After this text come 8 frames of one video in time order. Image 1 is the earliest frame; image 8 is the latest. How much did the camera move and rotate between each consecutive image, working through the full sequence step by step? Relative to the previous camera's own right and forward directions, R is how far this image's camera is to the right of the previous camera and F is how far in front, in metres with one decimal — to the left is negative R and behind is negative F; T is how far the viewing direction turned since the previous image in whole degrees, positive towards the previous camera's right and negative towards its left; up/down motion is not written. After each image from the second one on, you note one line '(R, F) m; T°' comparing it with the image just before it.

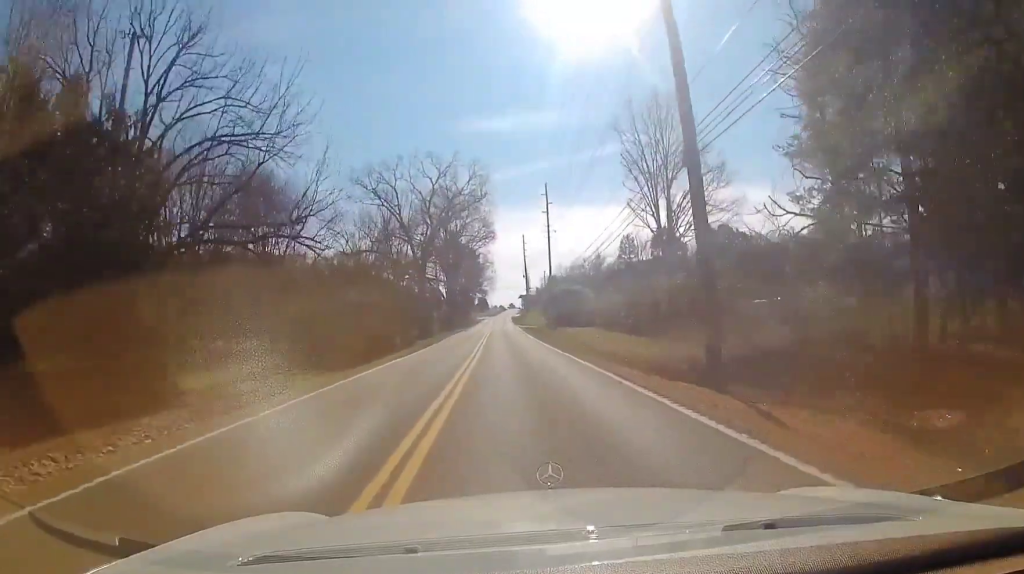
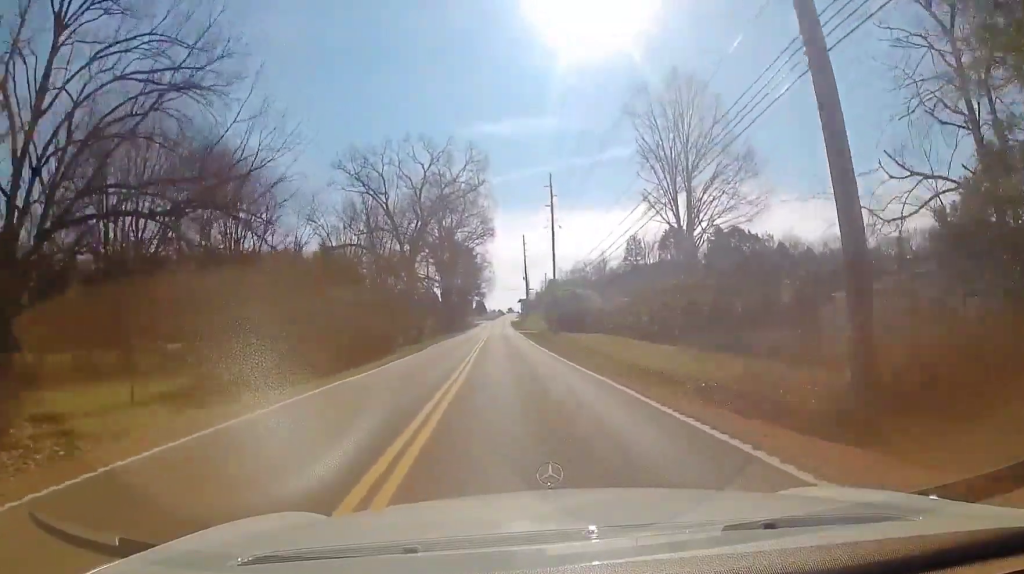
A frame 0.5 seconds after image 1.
(-0.1, +8.2) m; -1°
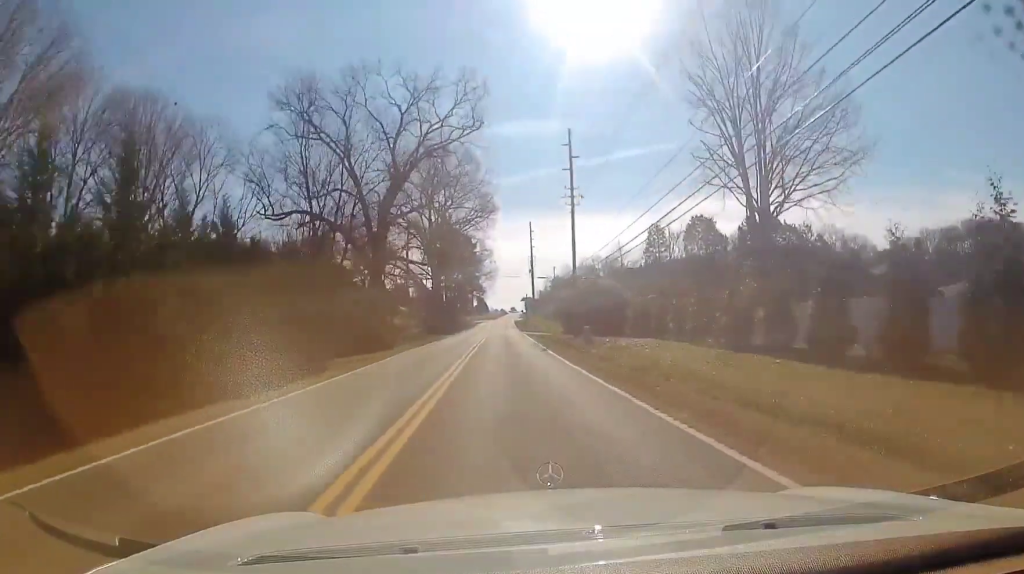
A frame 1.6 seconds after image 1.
(-0.3, +17.6) m; -1°
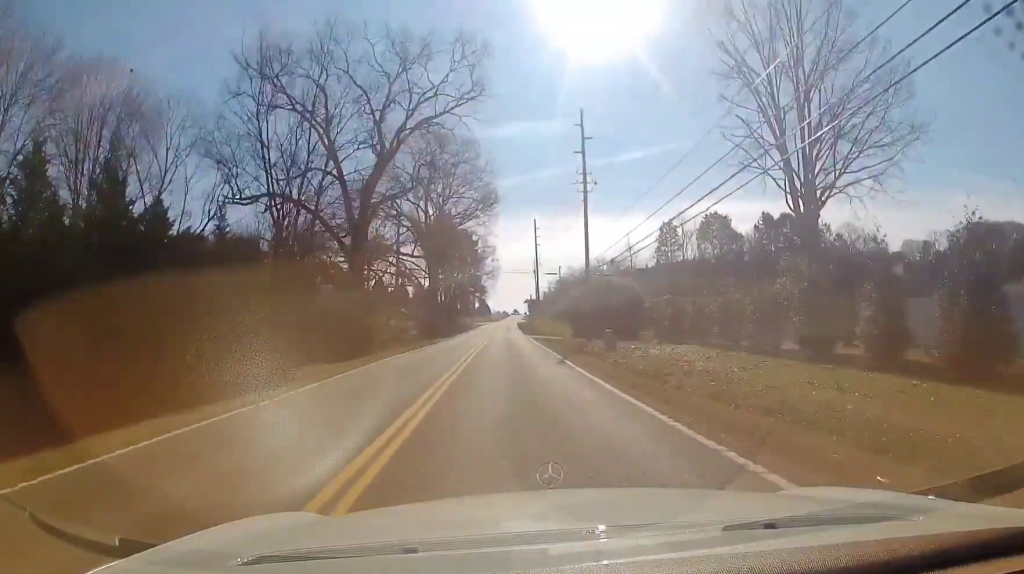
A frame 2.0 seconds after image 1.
(0.0, +6.6) m; 0°
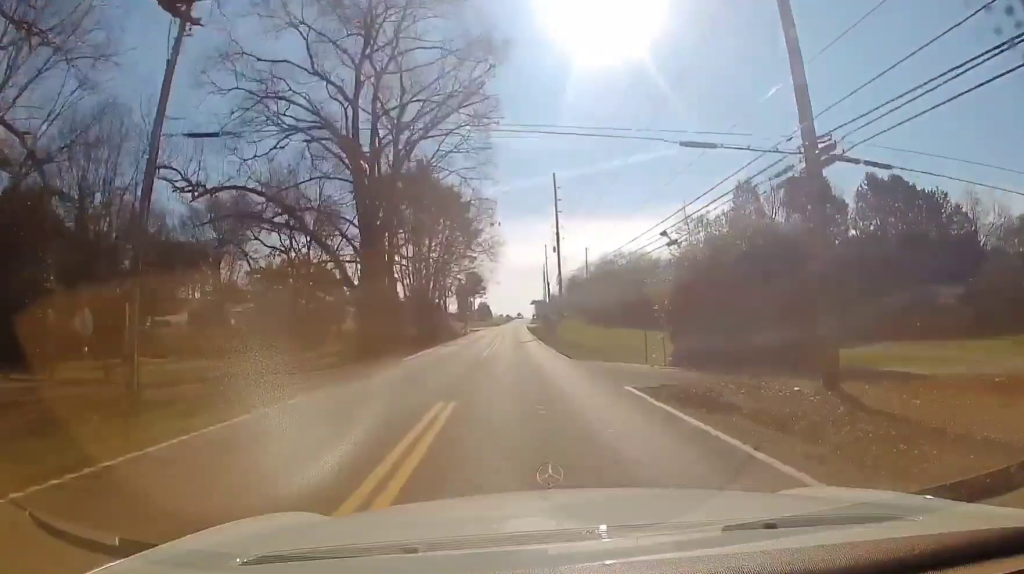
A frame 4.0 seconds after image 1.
(+0.6, +35.4) m; +1°
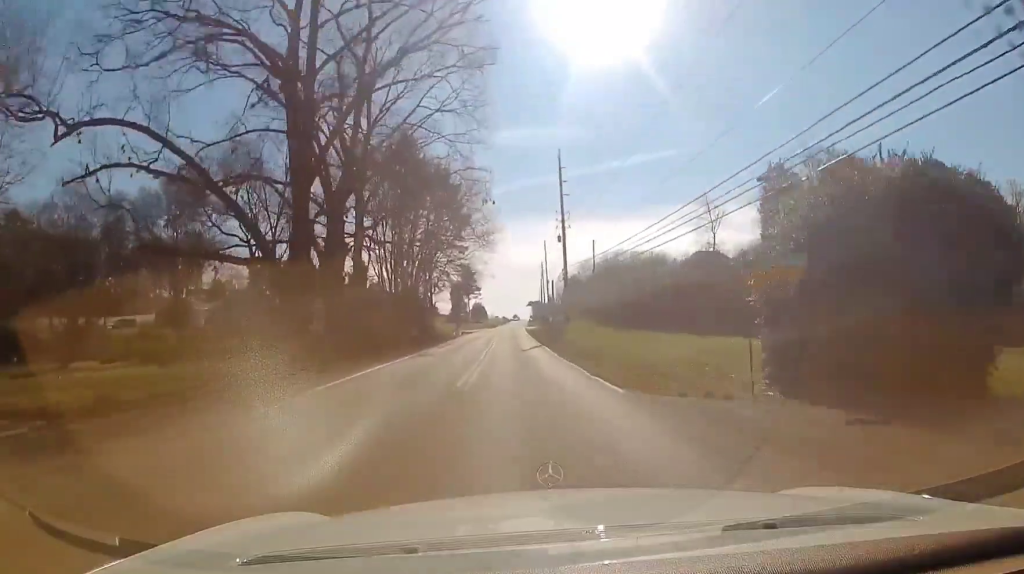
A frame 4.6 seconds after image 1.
(0.0, +10.6) m; 0°
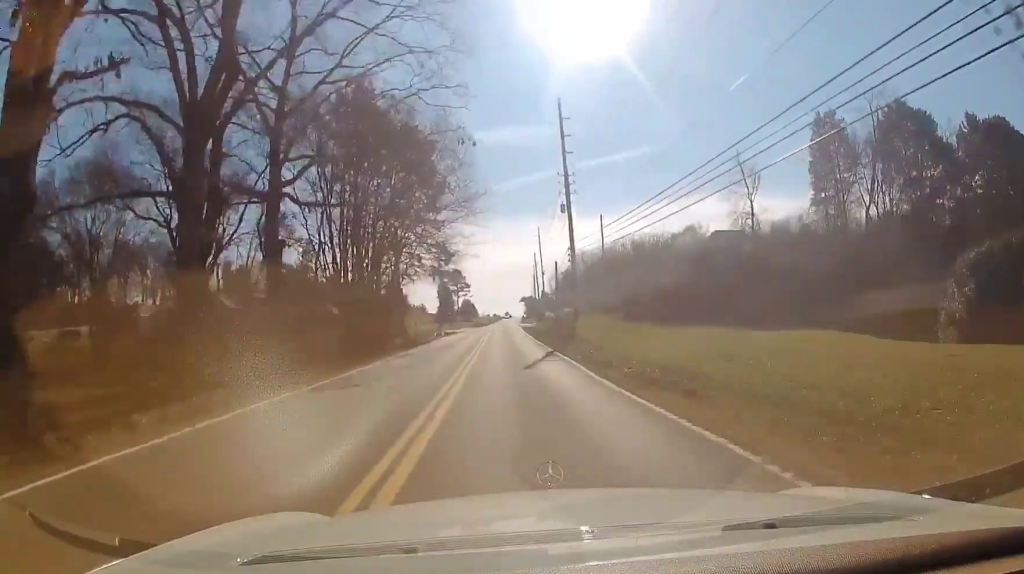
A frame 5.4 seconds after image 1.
(+0.1, +14.4) m; 0°
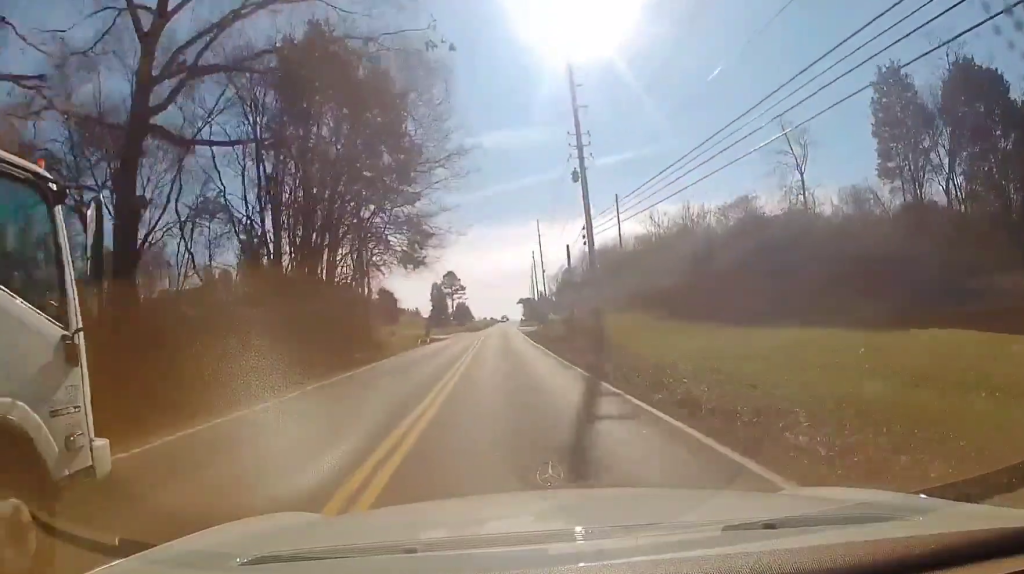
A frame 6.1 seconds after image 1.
(0.0, +11.5) m; 0°
